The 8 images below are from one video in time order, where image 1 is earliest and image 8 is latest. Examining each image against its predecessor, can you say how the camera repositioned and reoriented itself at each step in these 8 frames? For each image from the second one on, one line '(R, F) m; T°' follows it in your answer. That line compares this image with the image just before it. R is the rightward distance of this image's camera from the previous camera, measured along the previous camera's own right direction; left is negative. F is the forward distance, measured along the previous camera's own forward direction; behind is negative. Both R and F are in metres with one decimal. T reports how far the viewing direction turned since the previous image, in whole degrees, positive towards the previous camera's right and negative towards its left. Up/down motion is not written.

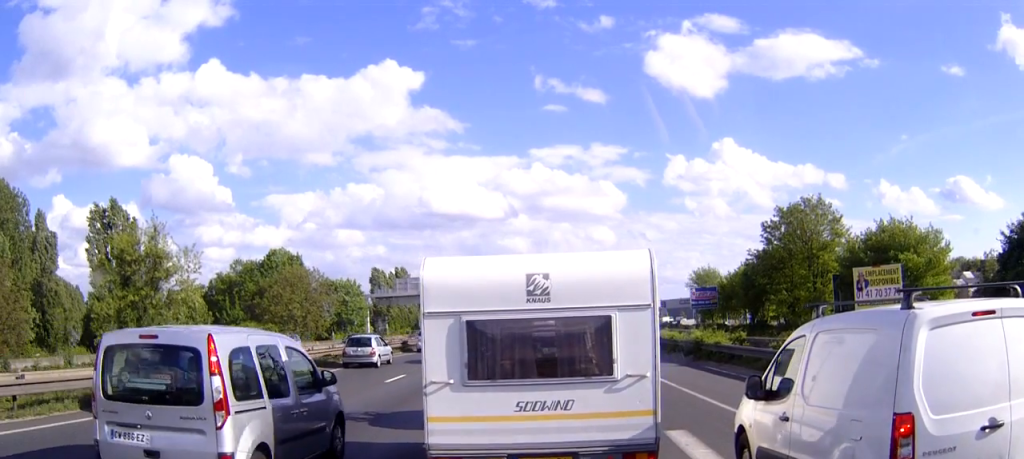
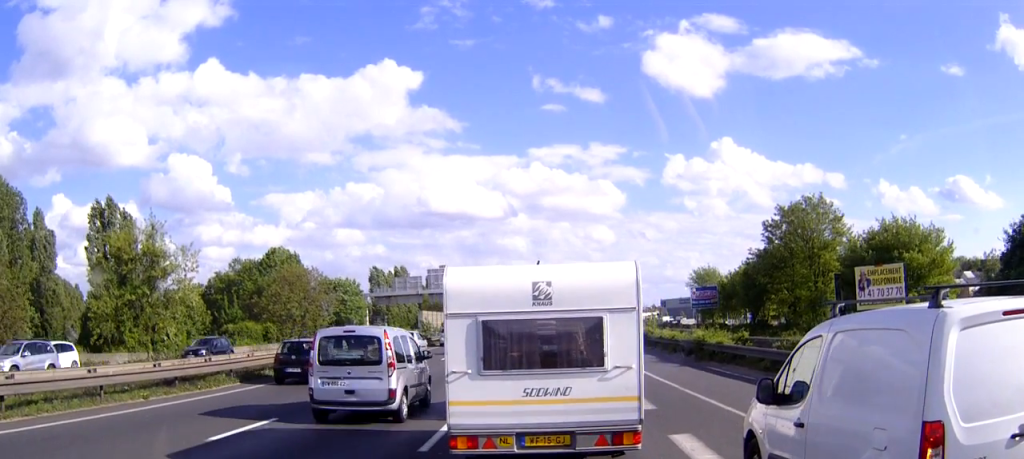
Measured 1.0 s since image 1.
(0.0, 0.0) m; 0°
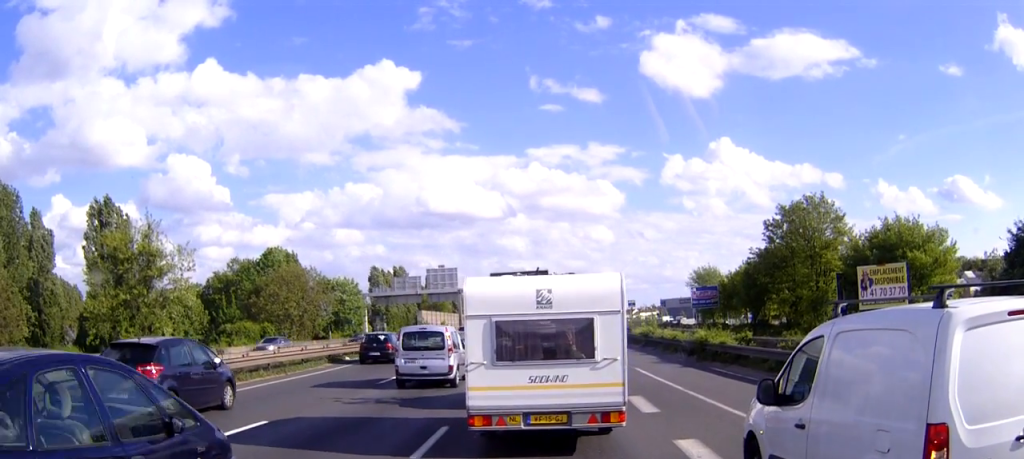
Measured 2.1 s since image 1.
(0.0, 0.0) m; 0°
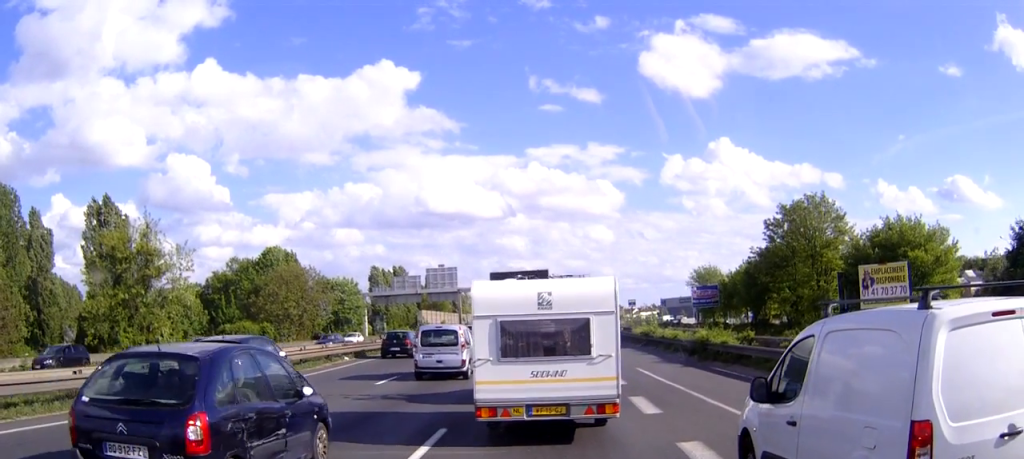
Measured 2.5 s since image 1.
(0.0, 0.0) m; 0°
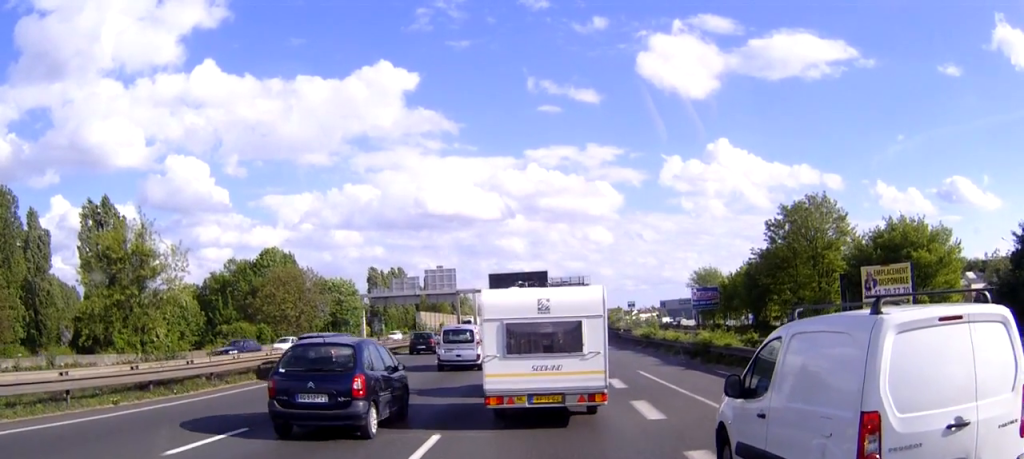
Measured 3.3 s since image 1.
(0.0, 0.0) m; 0°
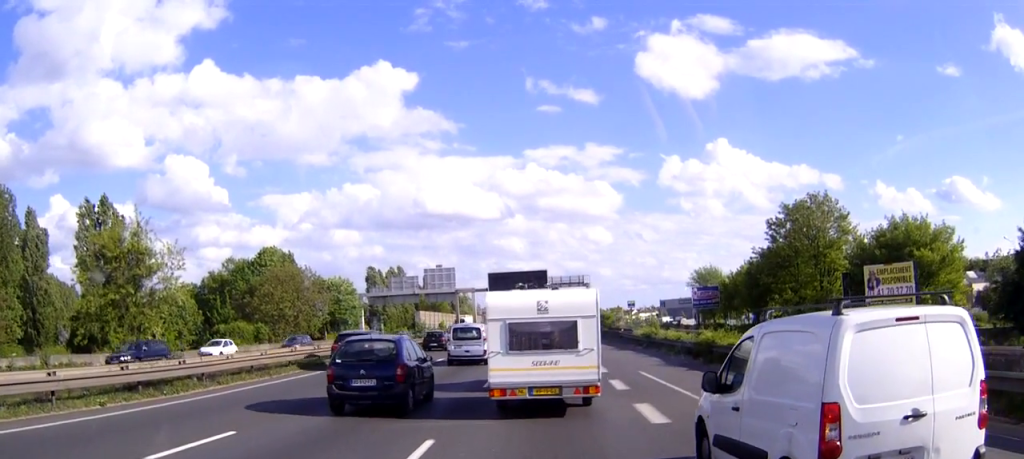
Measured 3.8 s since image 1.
(0.0, 0.0) m; 0°
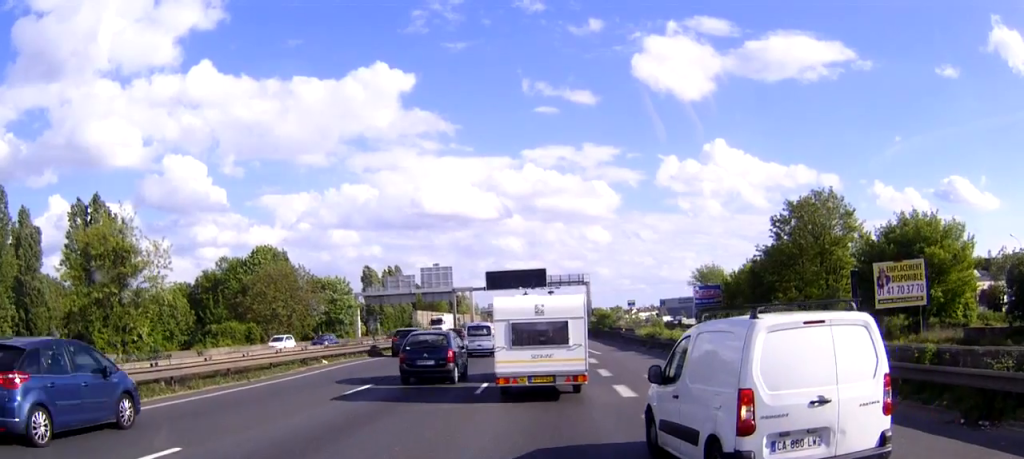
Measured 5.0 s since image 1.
(-0.1, +1.1) m; -3°
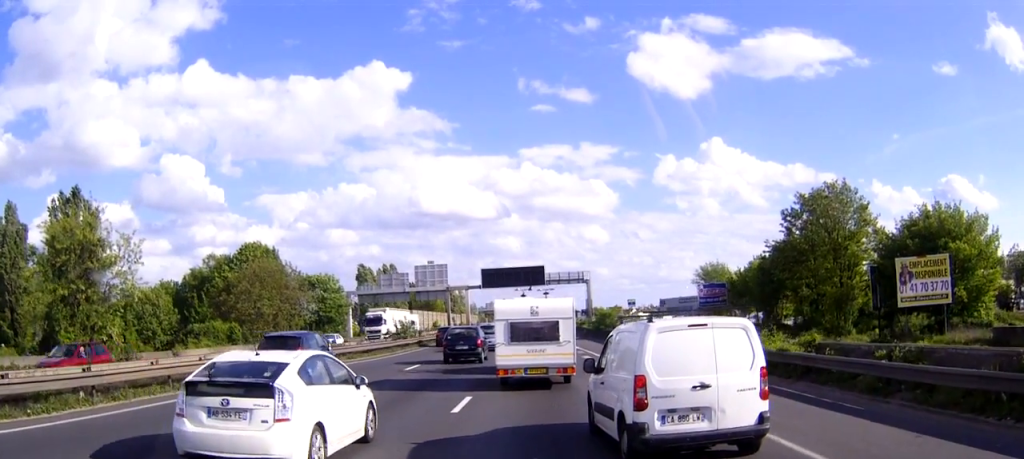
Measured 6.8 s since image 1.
(0.0, +4.7) m; +2°
